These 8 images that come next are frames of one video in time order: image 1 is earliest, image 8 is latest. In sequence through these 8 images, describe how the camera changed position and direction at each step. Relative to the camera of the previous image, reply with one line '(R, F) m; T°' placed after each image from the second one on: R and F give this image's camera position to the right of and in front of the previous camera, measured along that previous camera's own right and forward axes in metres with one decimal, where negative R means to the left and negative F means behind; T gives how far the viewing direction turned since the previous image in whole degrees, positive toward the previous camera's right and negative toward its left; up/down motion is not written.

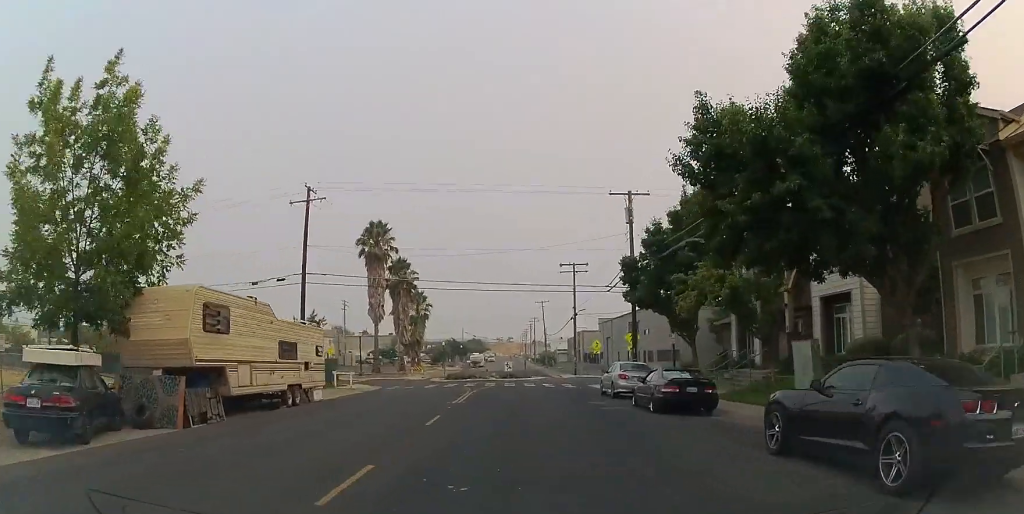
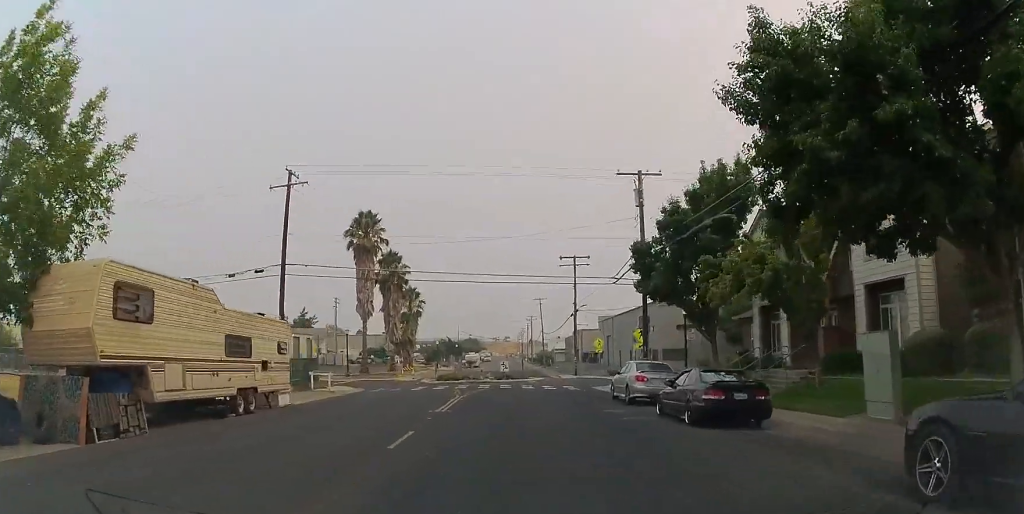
(-0.1, +3.6) m; -1°
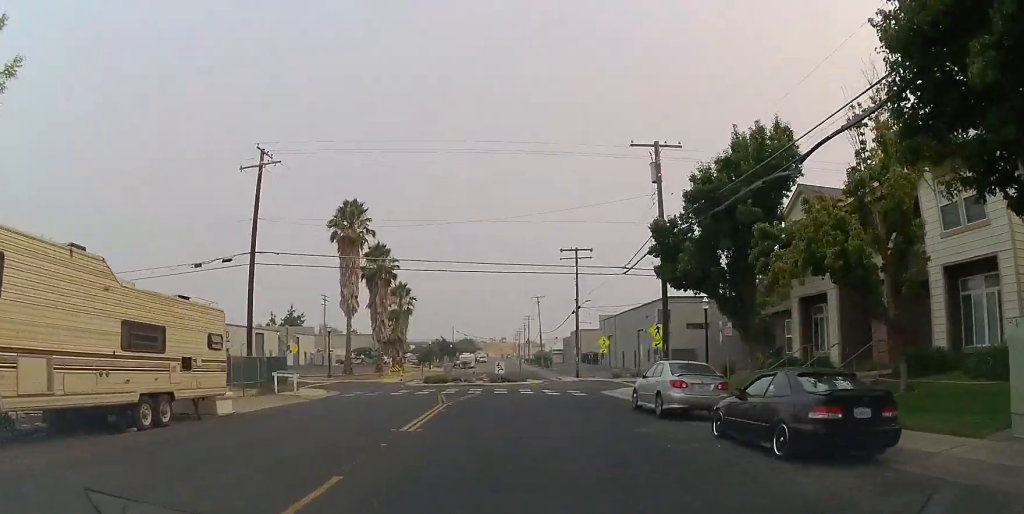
(0.0, +4.6) m; 0°
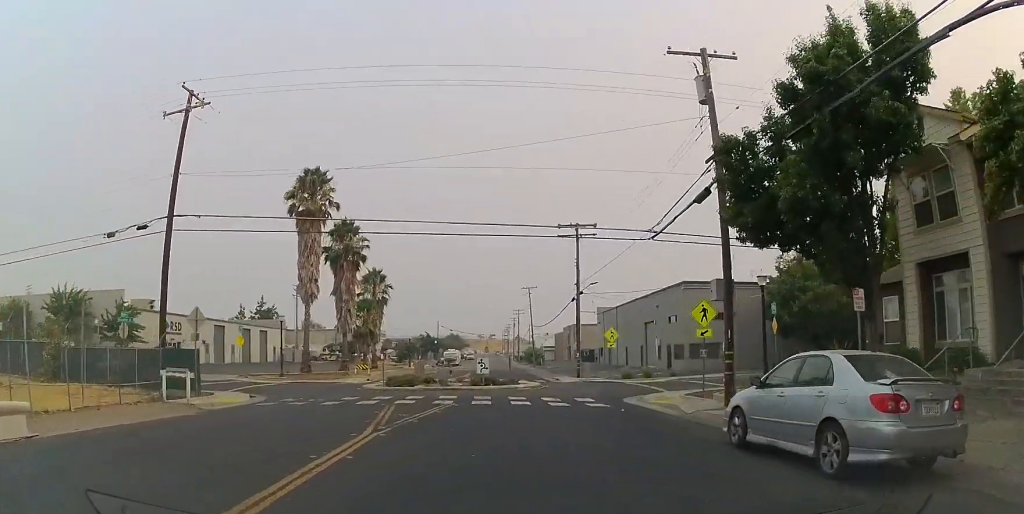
(0.0, +8.7) m; 0°
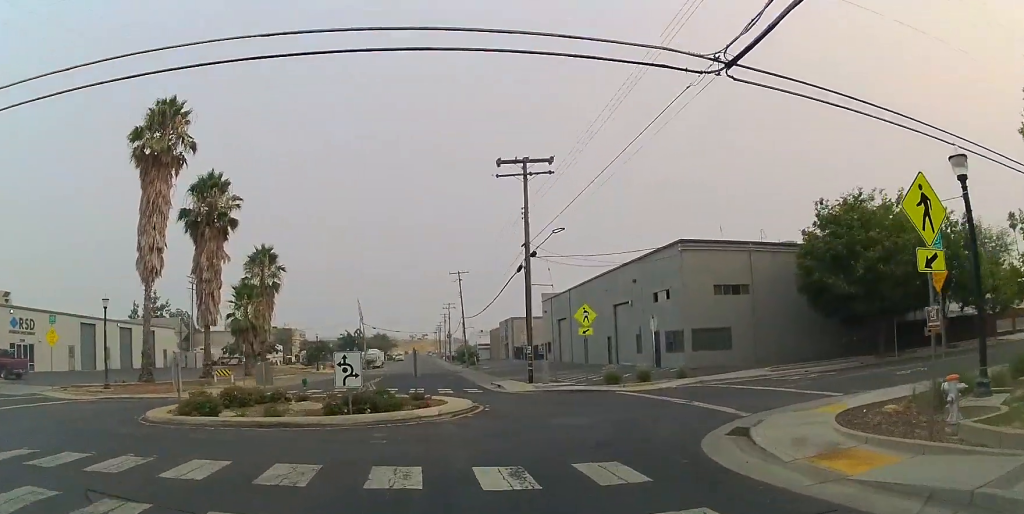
(+0.9, +15.6) m; +13°
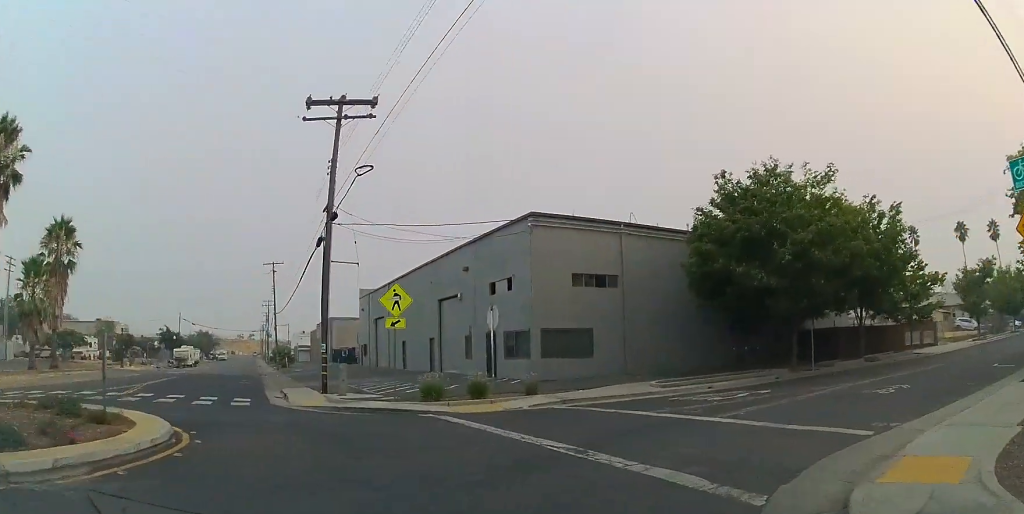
(+1.3, +8.2) m; +20°
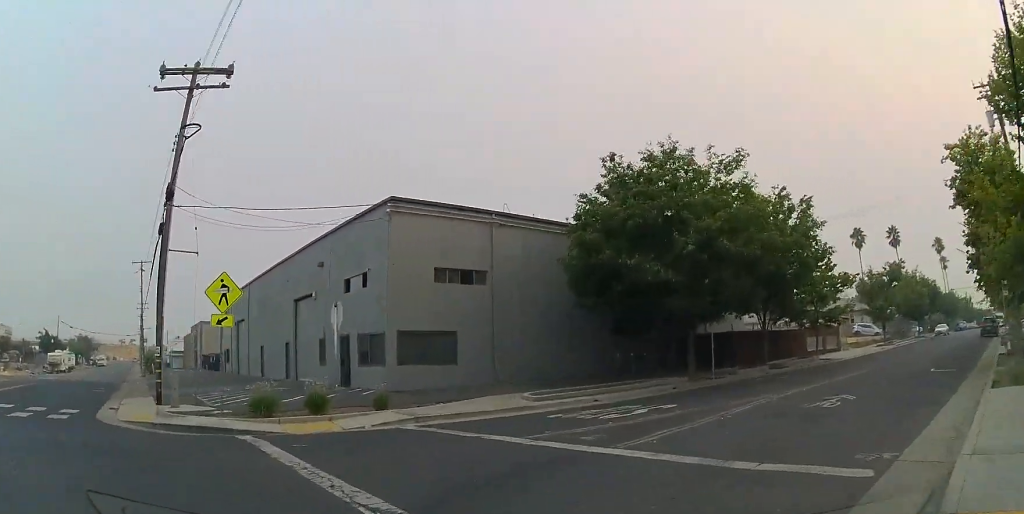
(+0.1, +3.1) m; +12°
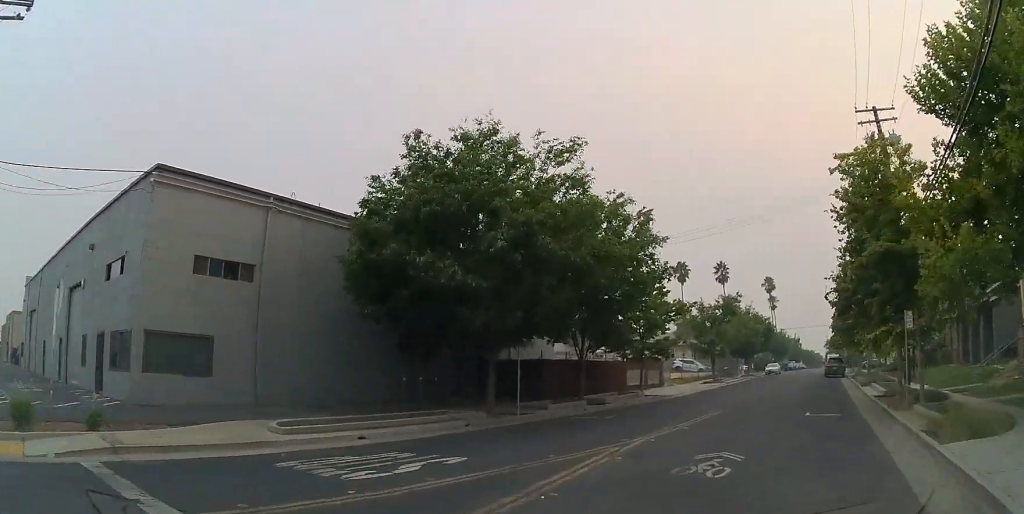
(+0.8, +4.1) m; +21°
